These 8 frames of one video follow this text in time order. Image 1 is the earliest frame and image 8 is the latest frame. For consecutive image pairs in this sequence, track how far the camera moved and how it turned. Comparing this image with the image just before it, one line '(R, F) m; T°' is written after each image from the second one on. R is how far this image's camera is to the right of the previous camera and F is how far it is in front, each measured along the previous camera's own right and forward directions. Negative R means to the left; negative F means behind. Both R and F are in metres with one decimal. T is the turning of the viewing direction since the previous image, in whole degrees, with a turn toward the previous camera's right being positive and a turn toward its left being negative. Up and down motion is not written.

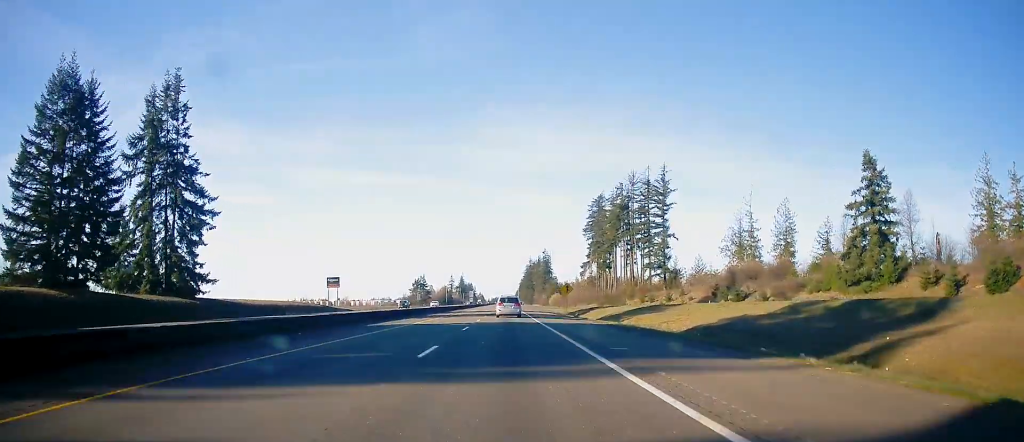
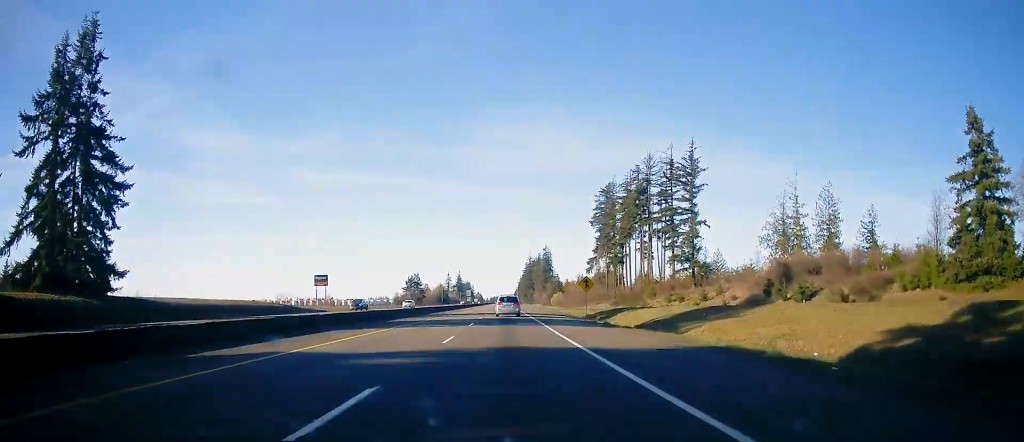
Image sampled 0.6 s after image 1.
(0.0, +20.0) m; 0°
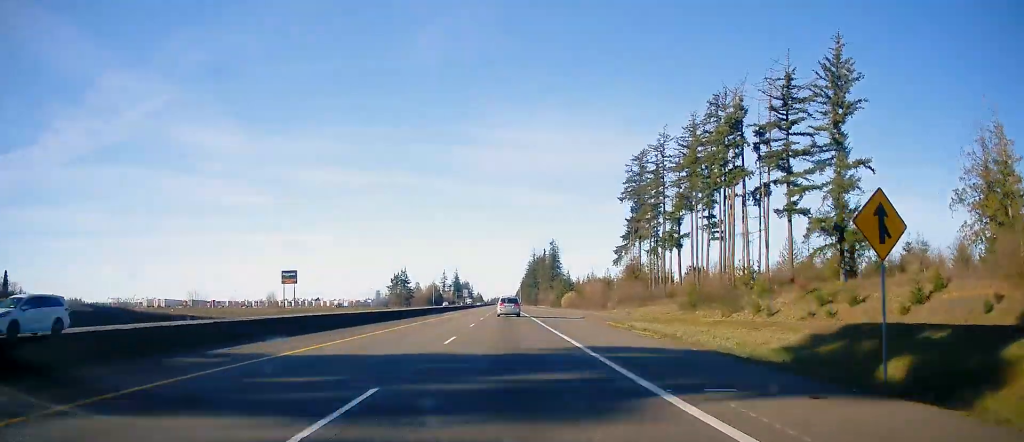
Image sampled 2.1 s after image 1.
(0.0, +48.9) m; 0°
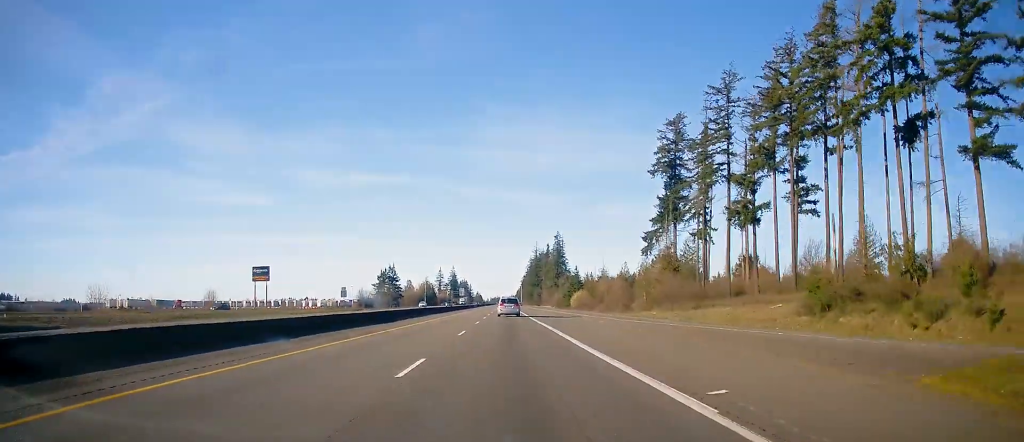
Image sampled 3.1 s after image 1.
(0.0, +33.4) m; 0°
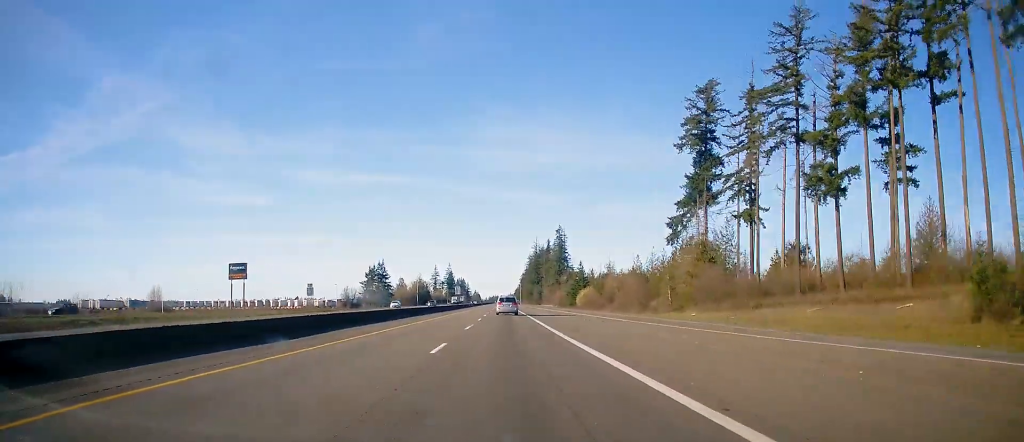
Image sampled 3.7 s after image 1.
(0.0, +20.0) m; 0°
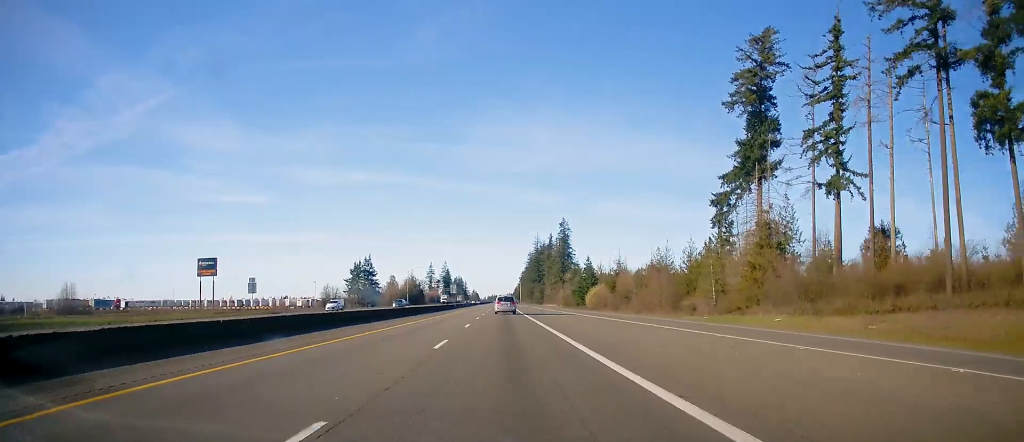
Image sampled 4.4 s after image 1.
(0.0, +23.4) m; 0°
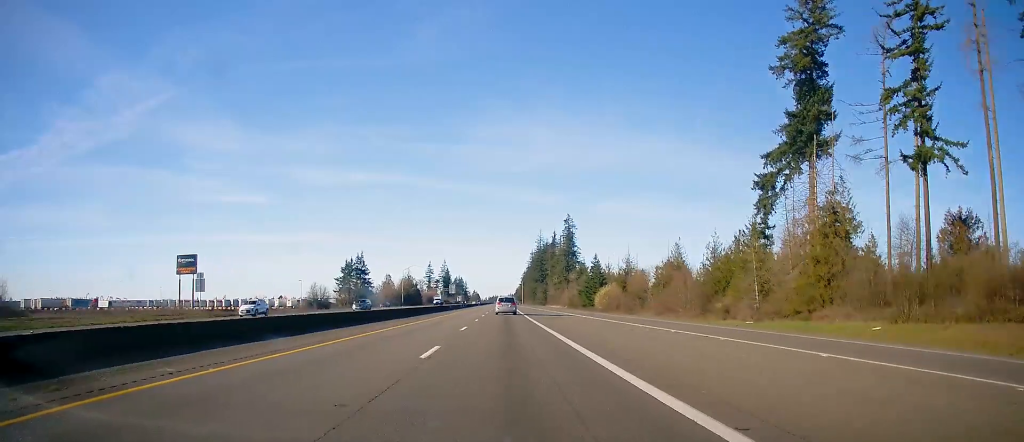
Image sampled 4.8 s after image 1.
(0.0, +14.5) m; 0°
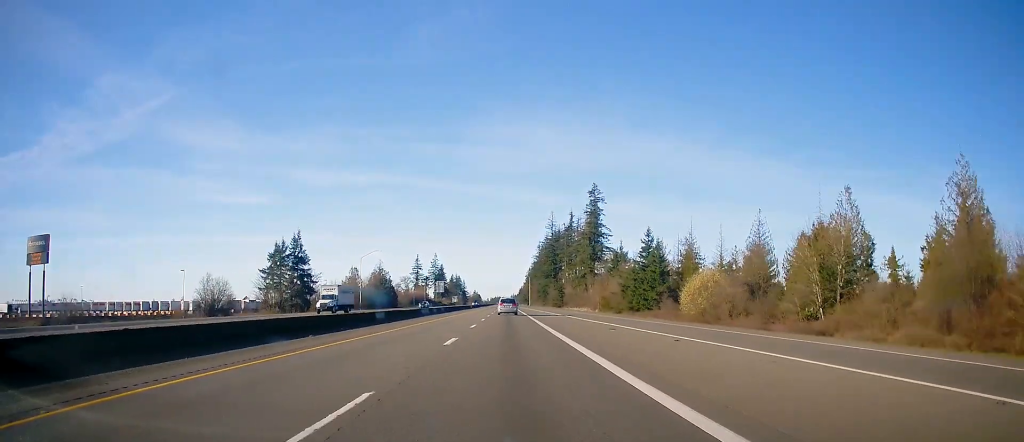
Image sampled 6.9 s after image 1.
(0.0, +69.1) m; 0°
